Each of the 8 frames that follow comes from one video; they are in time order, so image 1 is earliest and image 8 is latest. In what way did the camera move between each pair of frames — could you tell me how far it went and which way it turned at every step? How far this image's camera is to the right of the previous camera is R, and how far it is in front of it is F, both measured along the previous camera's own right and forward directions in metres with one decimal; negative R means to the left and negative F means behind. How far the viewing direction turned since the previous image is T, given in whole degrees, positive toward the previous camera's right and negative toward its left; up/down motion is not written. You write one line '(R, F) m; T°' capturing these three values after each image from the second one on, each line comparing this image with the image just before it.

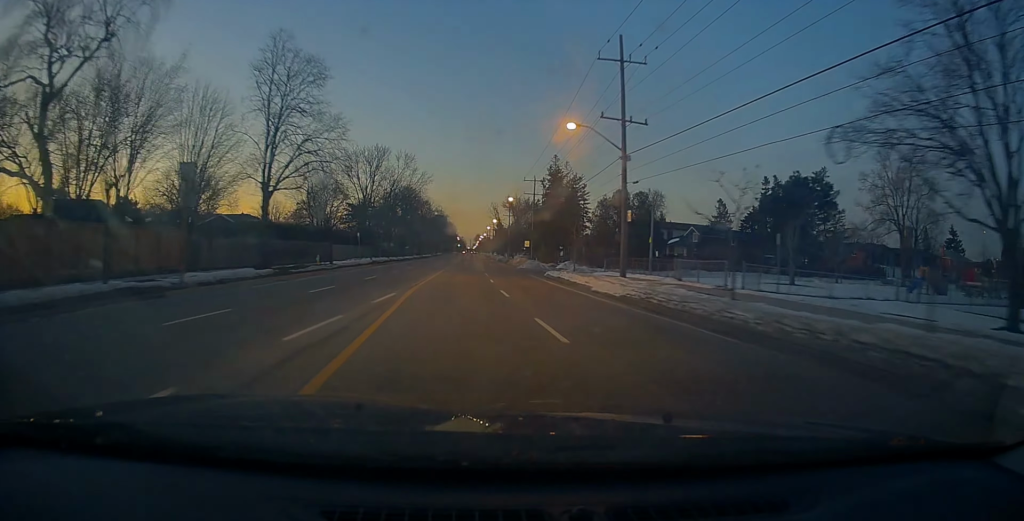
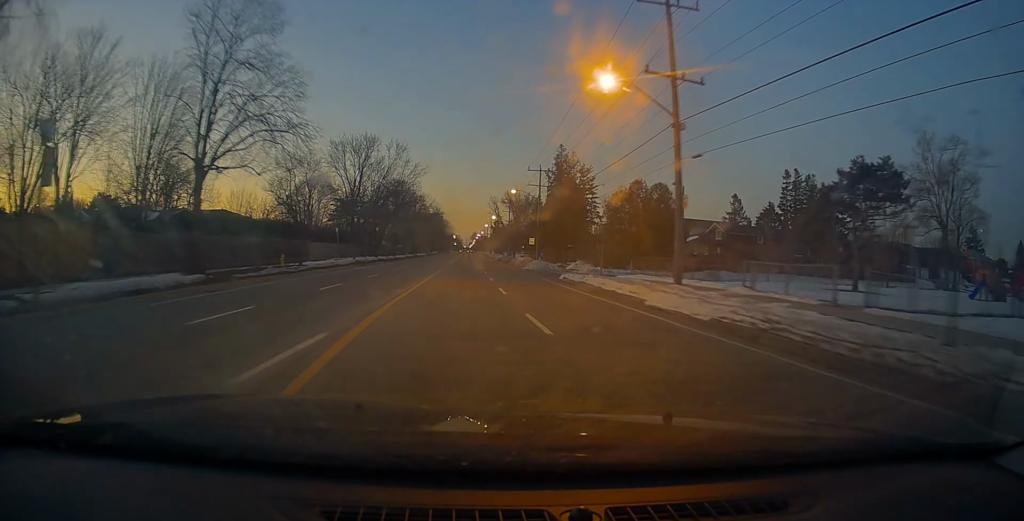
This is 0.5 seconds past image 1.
(-0.1, +8.3) m; -1°
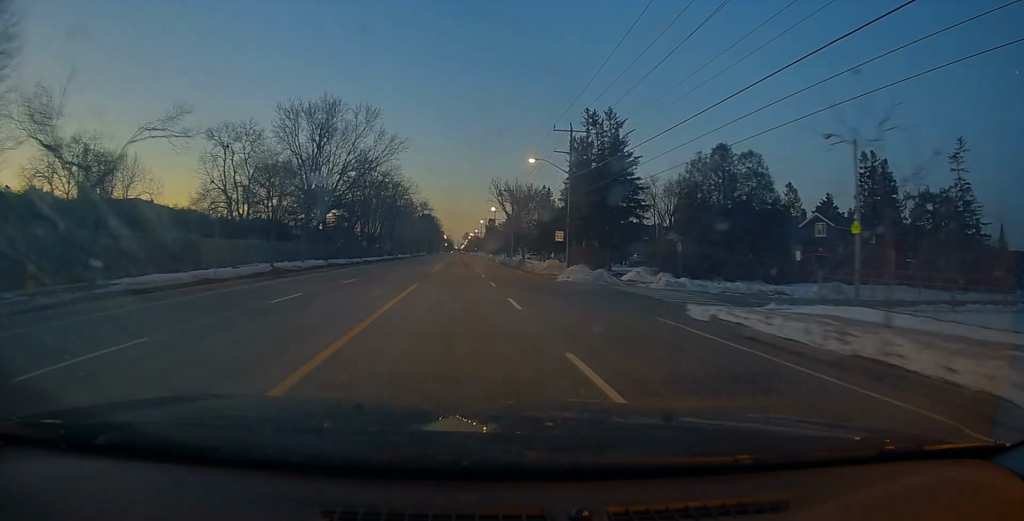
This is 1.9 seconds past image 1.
(-0.2, +22.7) m; -1°
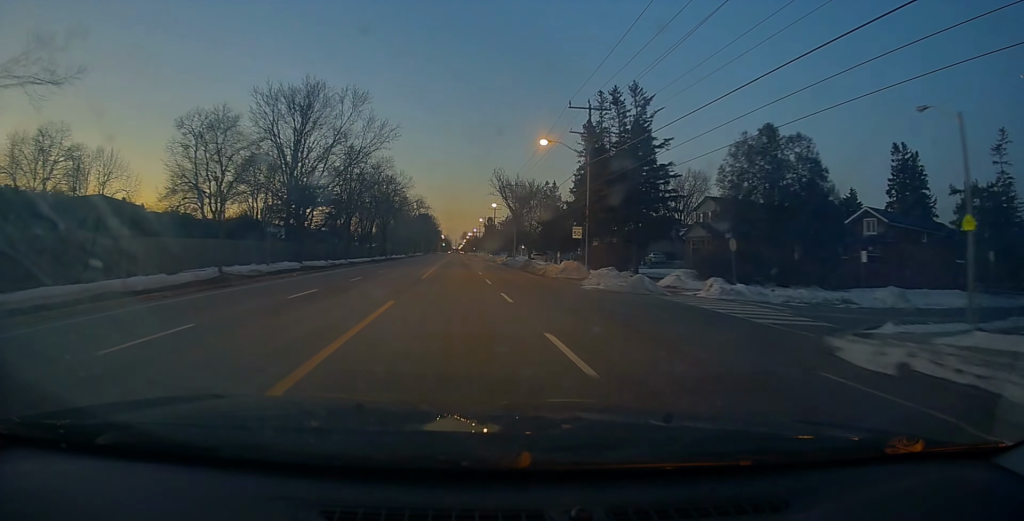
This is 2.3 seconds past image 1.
(-0.1, +7.3) m; 0°
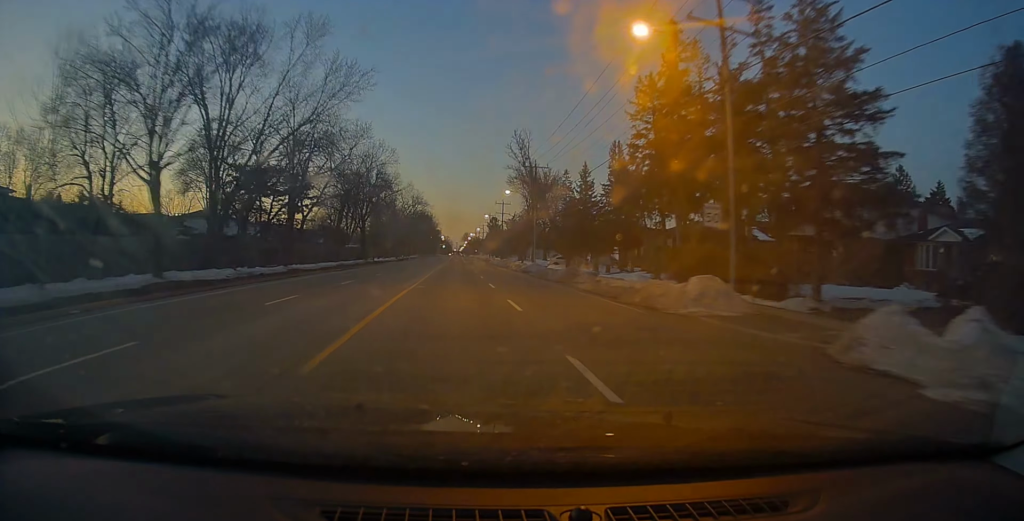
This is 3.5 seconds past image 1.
(+0.3, +20.2) m; +1°
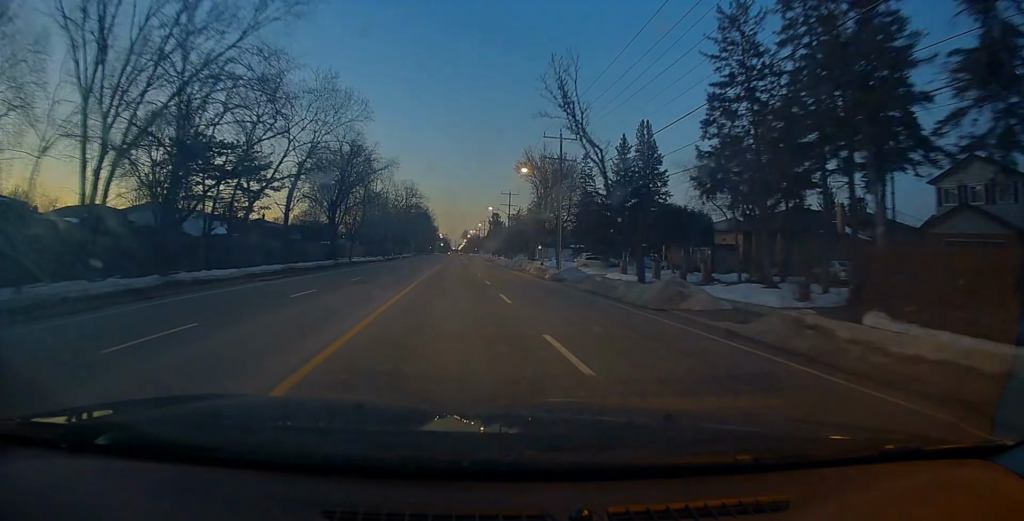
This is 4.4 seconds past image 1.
(-0.1, +15.8) m; 0°
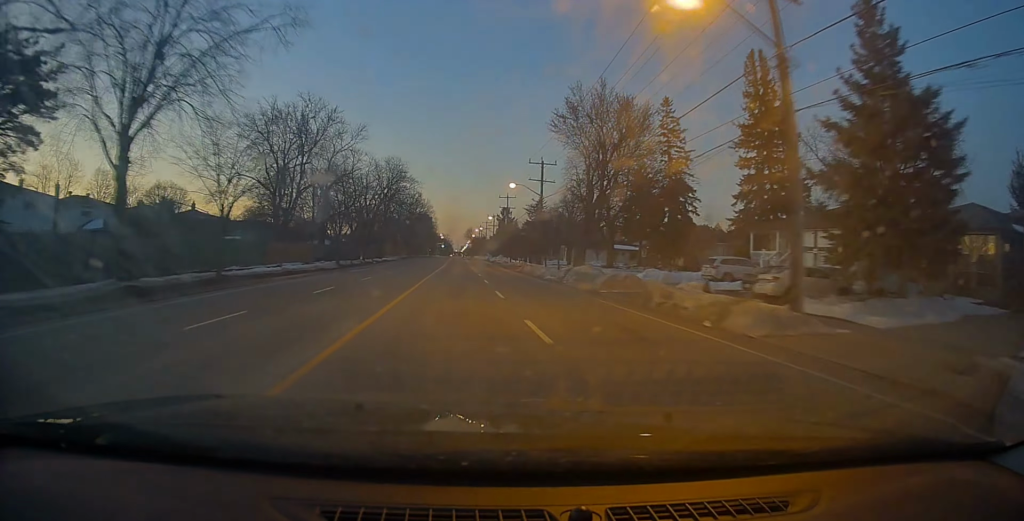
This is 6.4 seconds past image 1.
(+0.2, +33.8) m; +1°
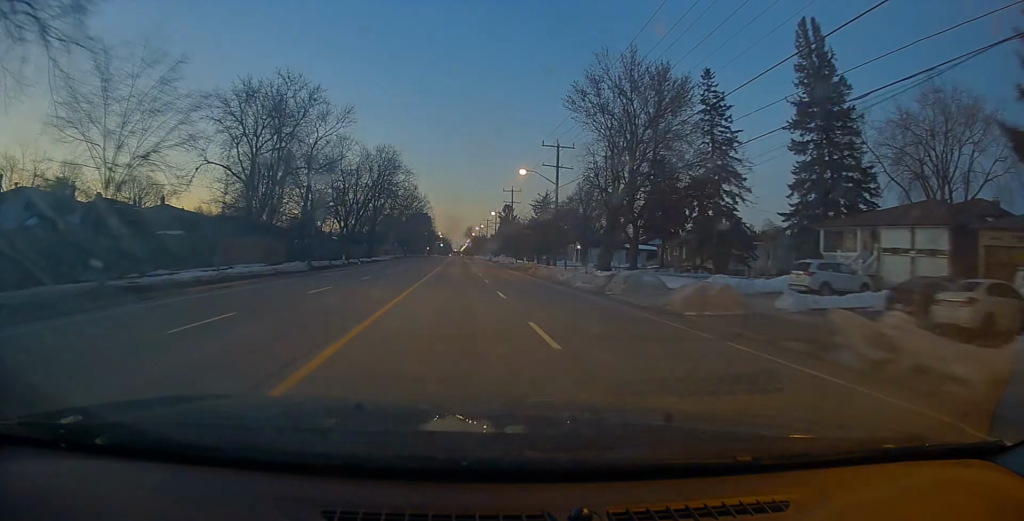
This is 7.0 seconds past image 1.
(-0.1, +9.6) m; 0°
